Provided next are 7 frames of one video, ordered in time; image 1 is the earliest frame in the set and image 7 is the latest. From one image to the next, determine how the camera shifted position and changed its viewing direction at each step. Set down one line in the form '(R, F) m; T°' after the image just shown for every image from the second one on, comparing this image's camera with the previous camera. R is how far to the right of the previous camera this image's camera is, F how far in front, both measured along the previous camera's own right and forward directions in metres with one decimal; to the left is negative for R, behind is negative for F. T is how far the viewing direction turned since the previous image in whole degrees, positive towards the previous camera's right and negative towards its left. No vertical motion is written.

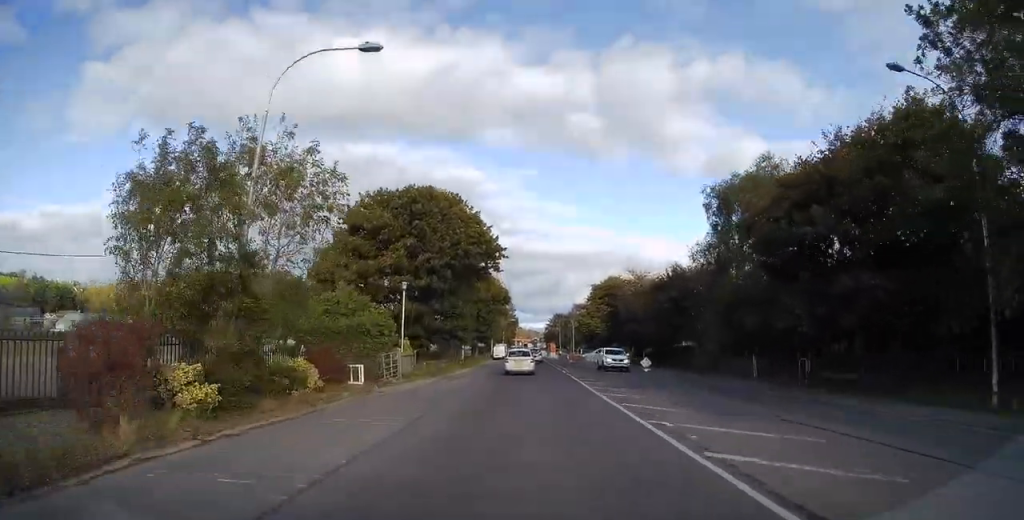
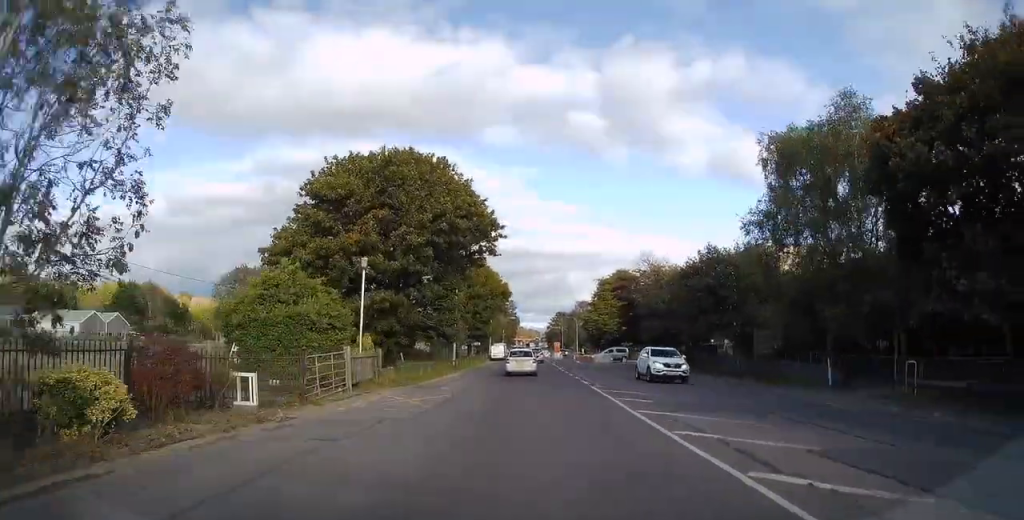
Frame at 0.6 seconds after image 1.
(0.0, +8.6) m; -1°
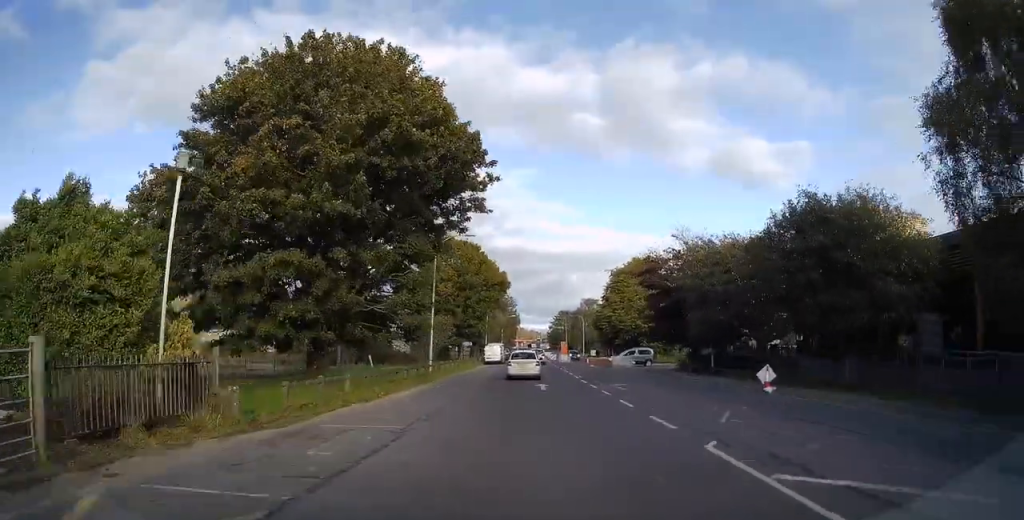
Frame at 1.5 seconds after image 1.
(-0.2, +14.2) m; -1°
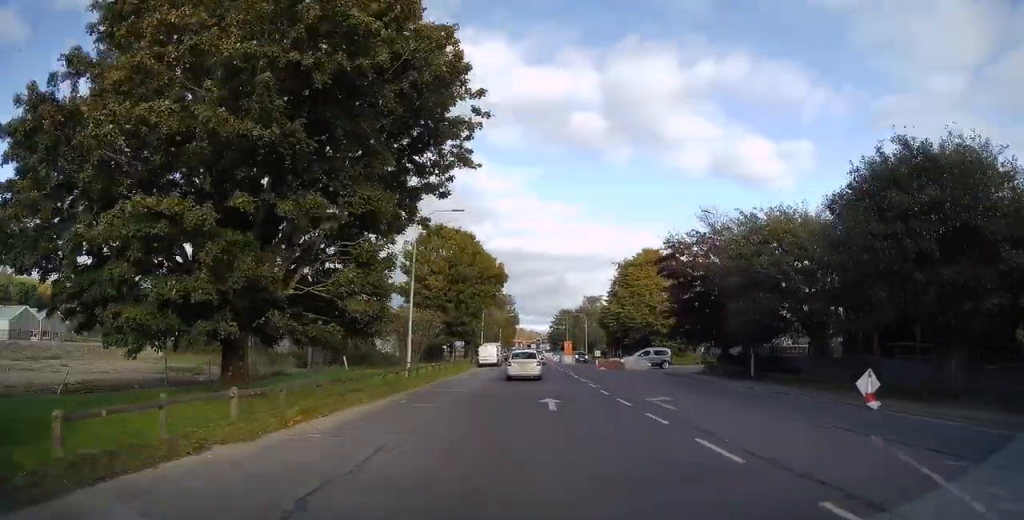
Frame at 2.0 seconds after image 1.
(-0.2, +7.6) m; 0°
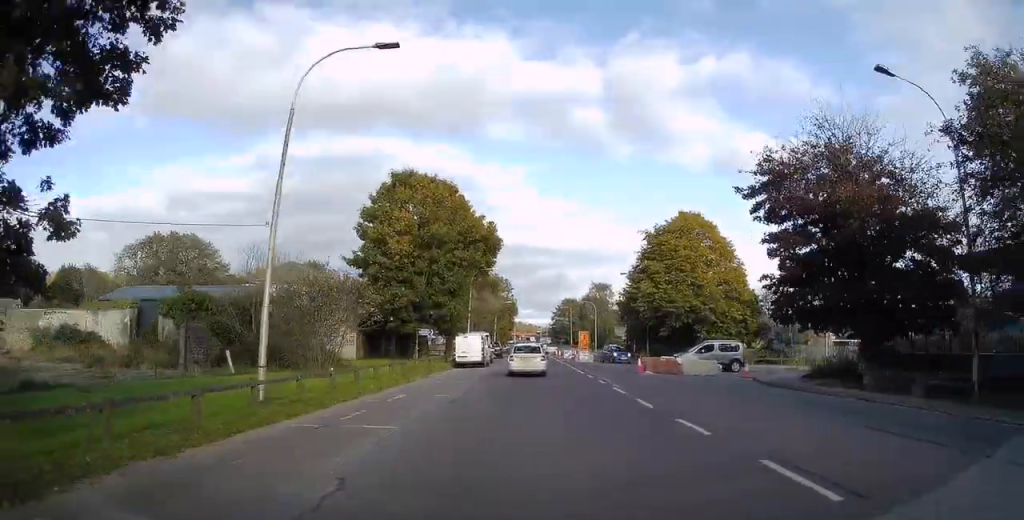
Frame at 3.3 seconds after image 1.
(+0.3, +19.4) m; 0°
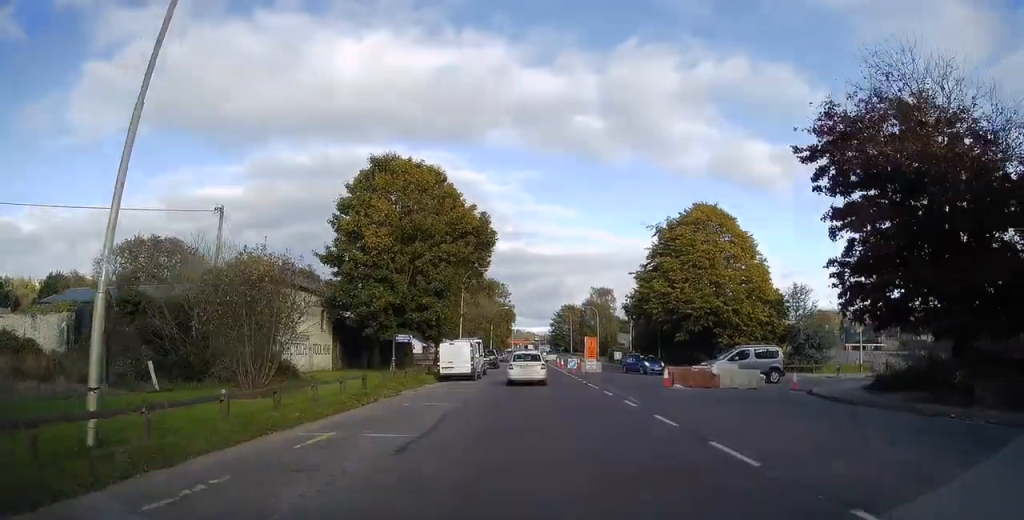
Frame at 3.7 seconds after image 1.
(-0.2, +6.7) m; 0°
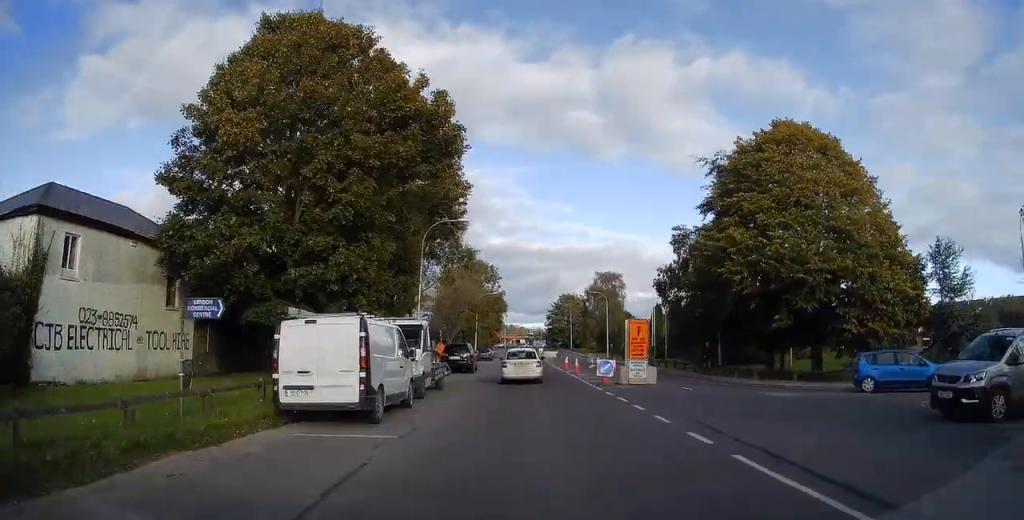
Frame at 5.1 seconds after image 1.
(+0.5, +21.3) m; +3°
